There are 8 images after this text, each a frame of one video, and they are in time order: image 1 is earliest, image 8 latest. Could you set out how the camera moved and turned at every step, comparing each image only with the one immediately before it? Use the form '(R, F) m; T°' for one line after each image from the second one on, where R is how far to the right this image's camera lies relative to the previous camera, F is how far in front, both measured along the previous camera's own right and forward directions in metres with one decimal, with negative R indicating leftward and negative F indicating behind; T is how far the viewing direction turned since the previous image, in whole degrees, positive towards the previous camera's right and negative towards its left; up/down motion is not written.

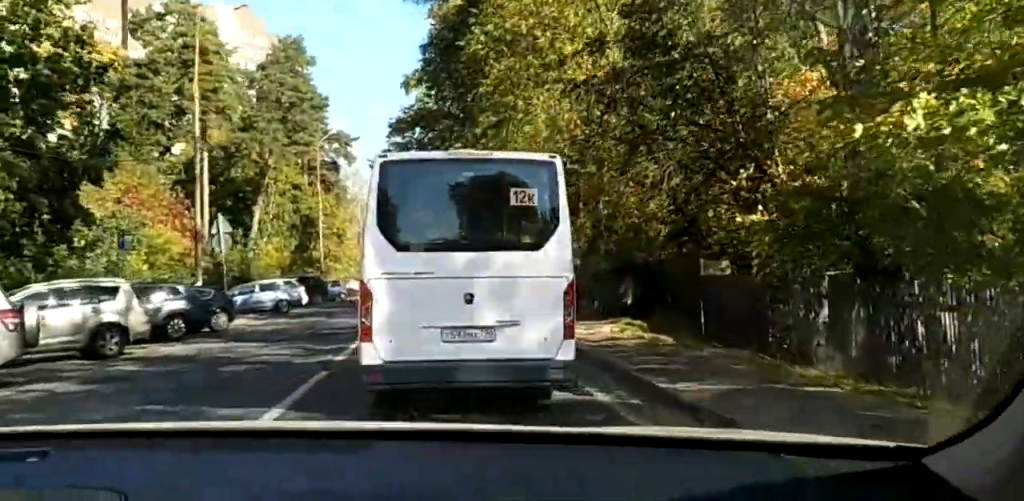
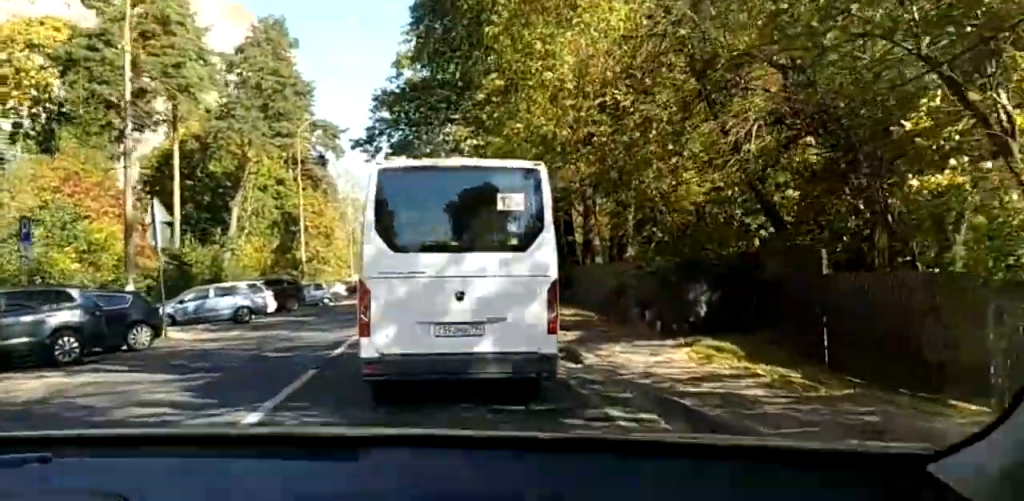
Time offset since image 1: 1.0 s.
(0.0, +8.4) m; -1°
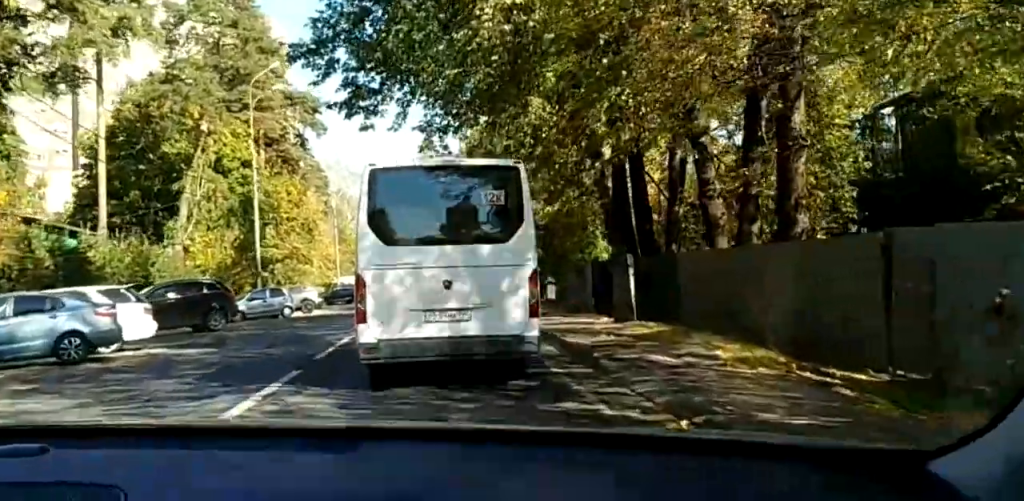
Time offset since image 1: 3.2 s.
(-0.4, +17.0) m; -2°
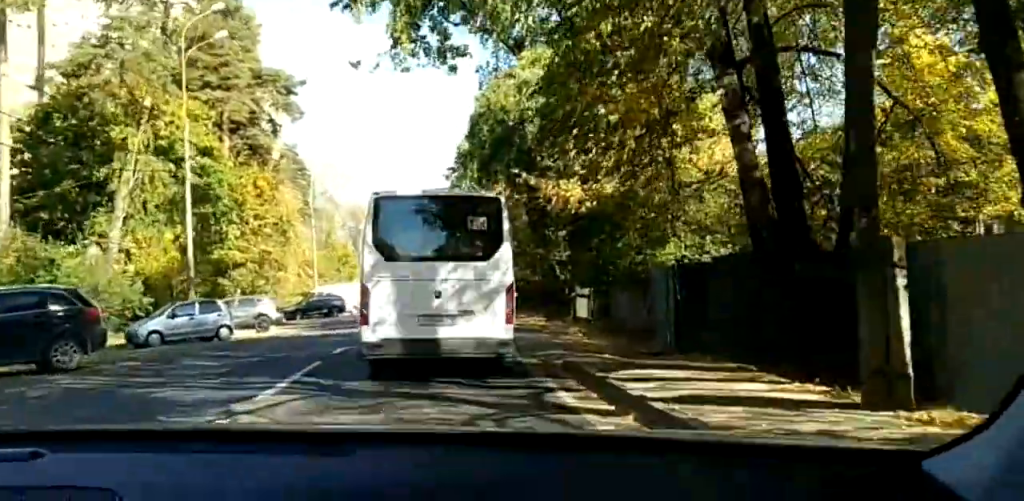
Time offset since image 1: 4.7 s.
(0.0, +12.3) m; 0°
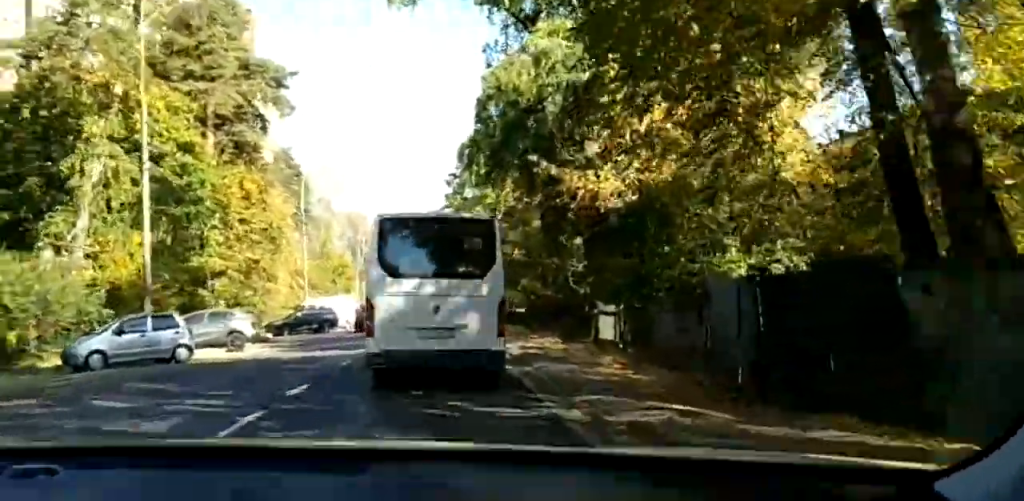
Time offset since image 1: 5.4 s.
(0.0, +5.5) m; 0°
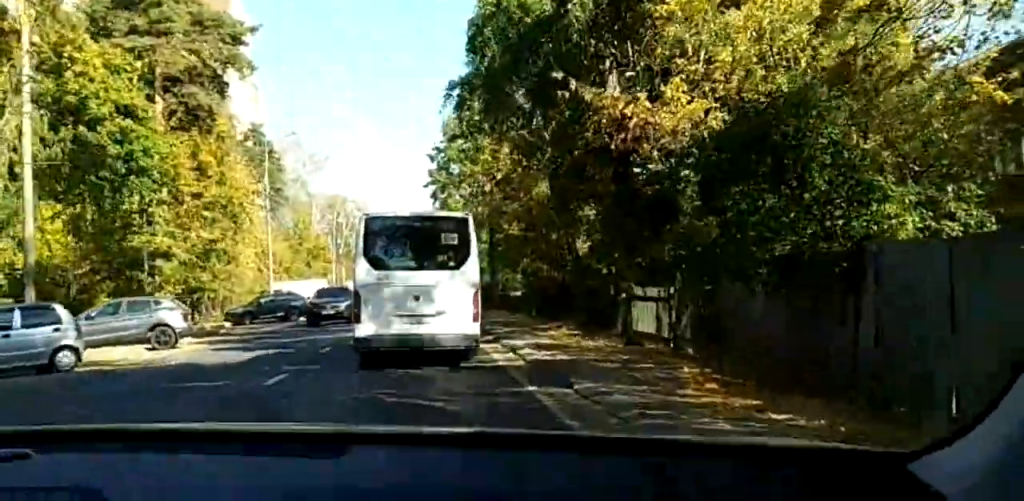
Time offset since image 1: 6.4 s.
(0.0, +8.2) m; 0°
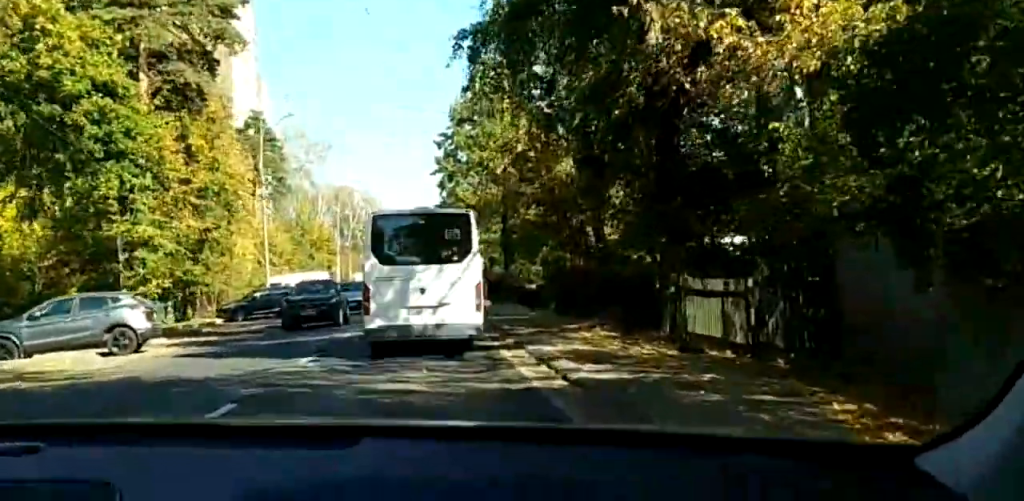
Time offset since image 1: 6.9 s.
(0.0, +5.0) m; 0°
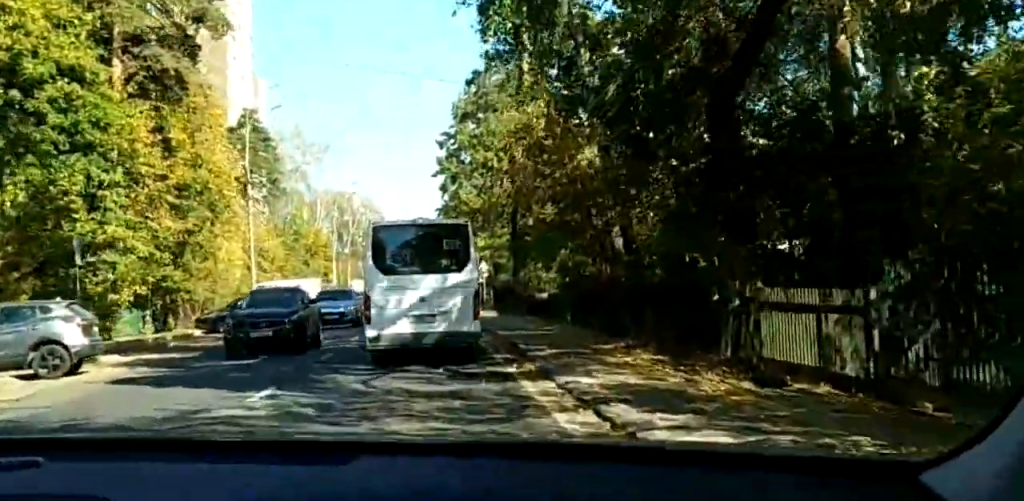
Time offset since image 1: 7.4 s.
(0.0, +4.4) m; 0°
